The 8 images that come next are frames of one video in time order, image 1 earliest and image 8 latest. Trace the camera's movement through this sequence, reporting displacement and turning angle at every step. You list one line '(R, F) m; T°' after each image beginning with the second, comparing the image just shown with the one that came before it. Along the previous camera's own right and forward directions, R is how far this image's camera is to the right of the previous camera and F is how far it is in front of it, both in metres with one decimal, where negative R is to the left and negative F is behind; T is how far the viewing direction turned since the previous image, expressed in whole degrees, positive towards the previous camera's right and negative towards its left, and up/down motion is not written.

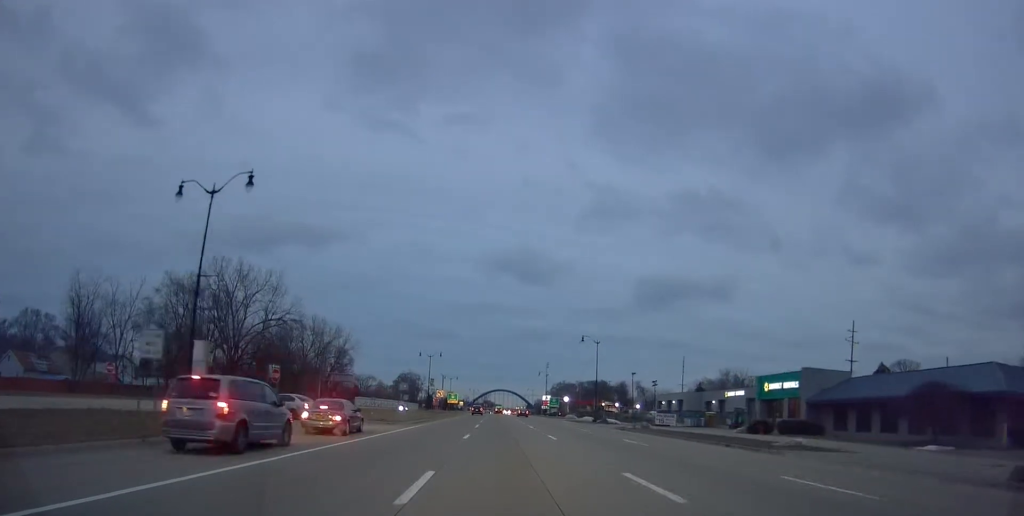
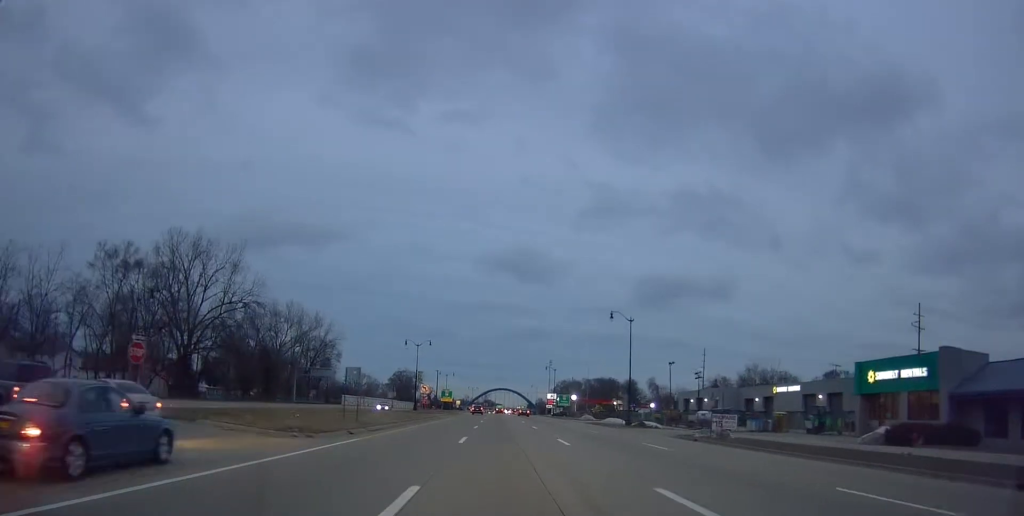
(-0.2, +18.0) m; -1°
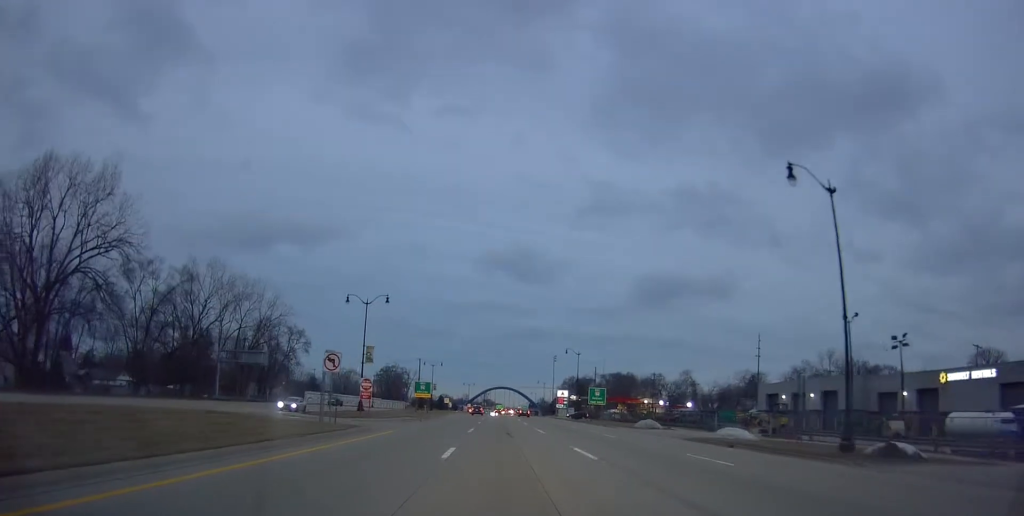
(-0.5, +36.0) m; 0°
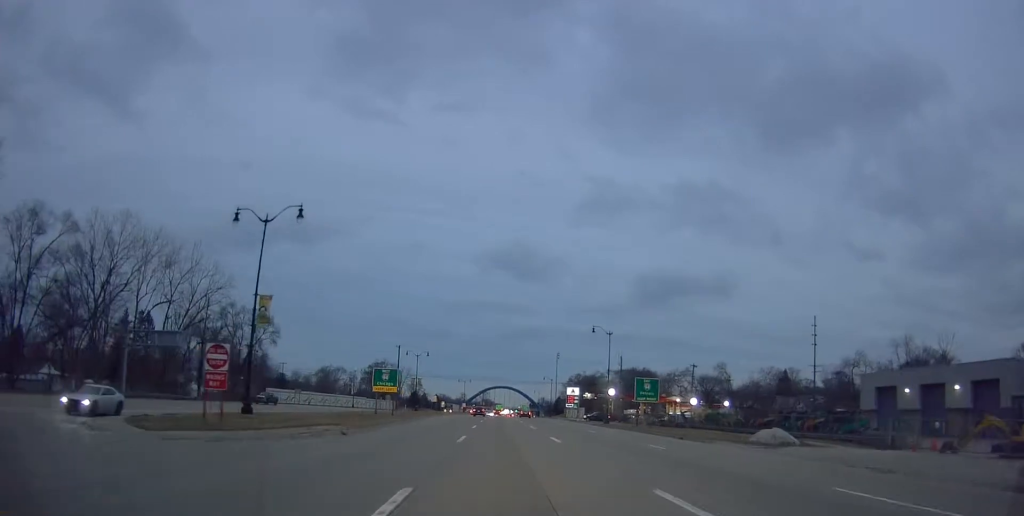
(+0.4, +25.3) m; +2°
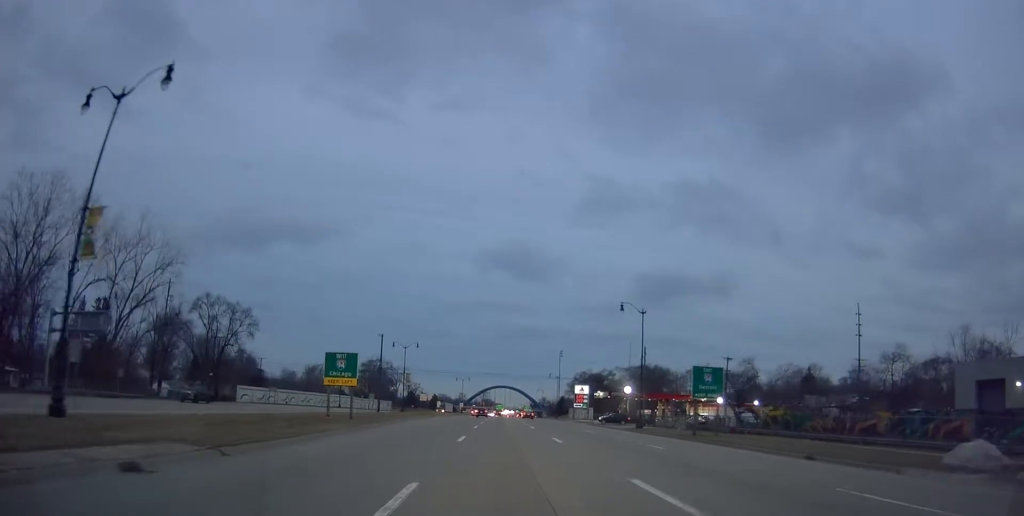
(+0.3, +14.9) m; -1°
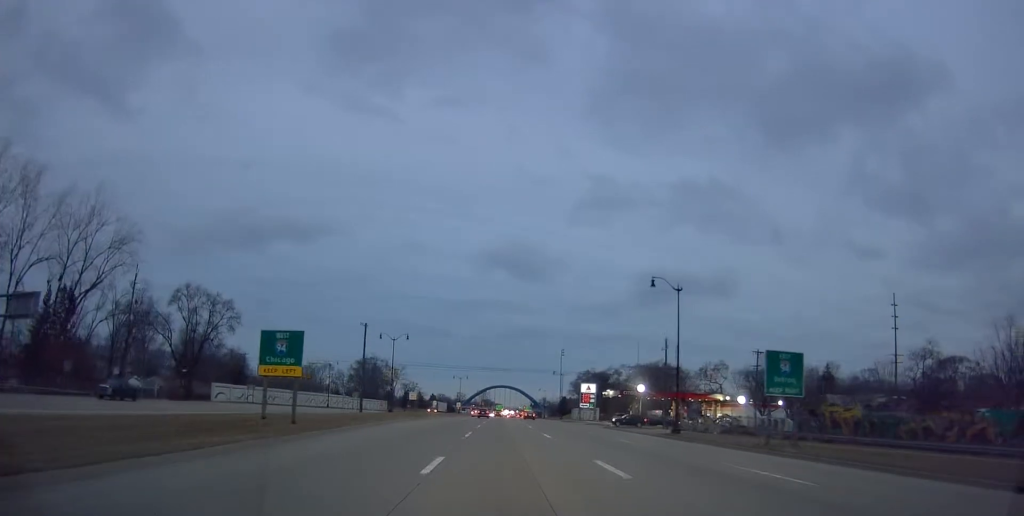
(+0.1, +10.4) m; 0°
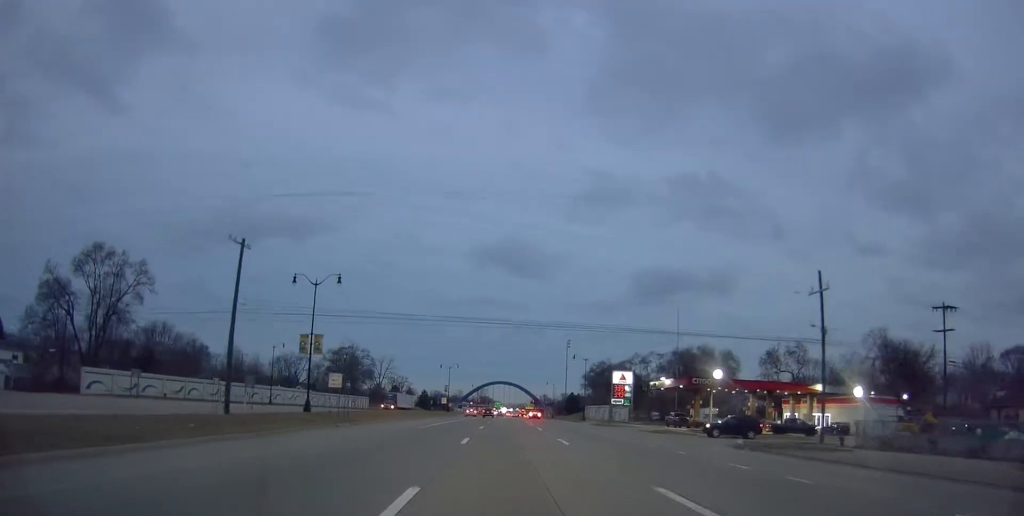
(-0.6, +36.3) m; +1°
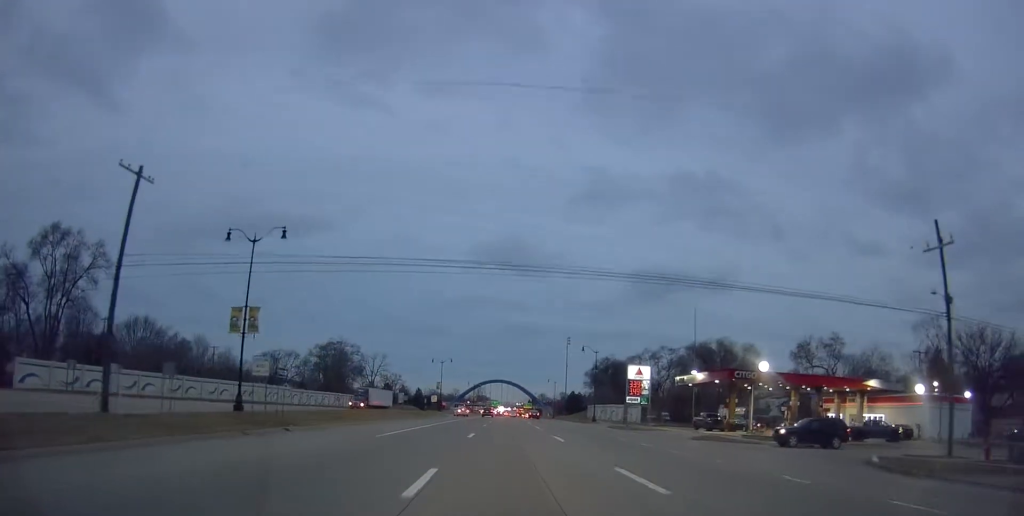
(+0.1, +12.5) m; 0°
